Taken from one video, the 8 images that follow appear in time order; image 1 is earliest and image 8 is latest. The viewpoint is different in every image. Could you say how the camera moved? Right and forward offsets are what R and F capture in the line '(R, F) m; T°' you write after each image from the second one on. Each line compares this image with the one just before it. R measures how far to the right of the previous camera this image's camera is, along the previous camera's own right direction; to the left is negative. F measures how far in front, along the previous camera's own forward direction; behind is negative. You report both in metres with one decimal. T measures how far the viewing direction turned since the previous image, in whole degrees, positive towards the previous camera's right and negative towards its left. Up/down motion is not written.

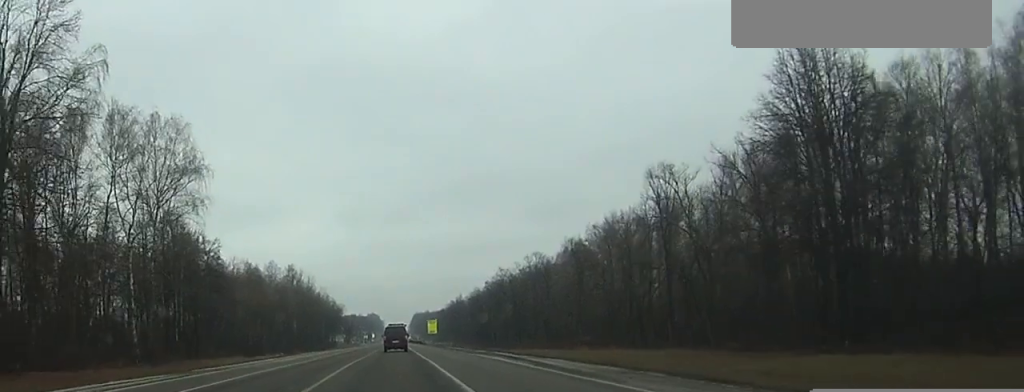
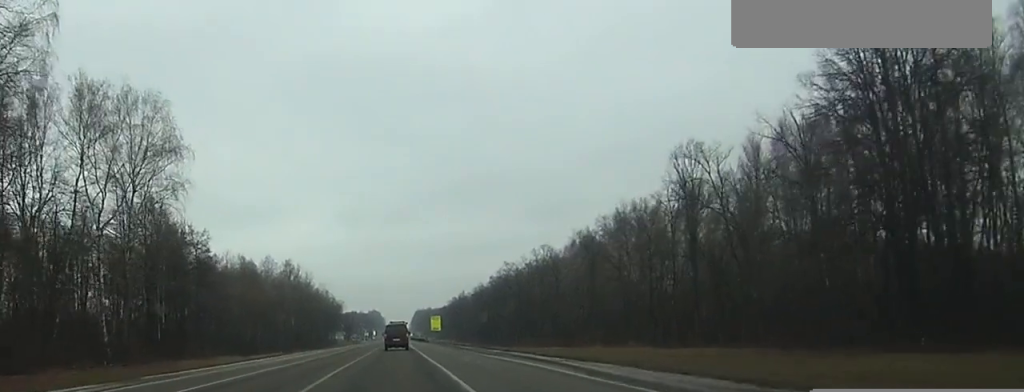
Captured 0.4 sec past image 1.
(0.0, +8.9) m; 0°
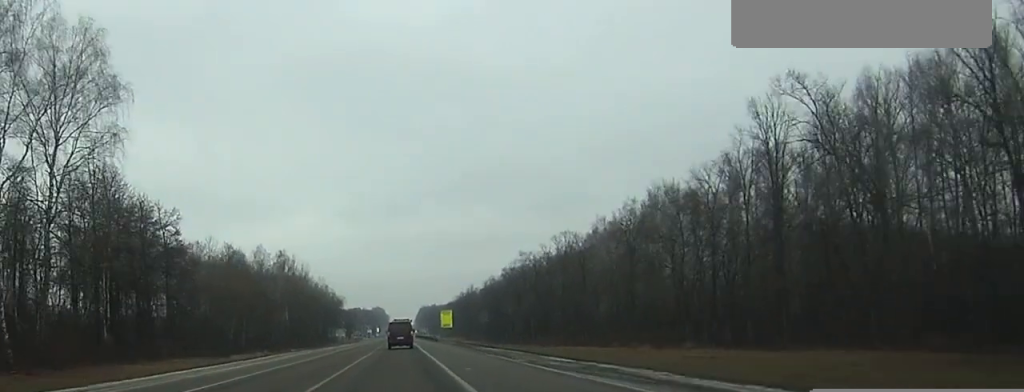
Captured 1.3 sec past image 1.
(0.0, +20.1) m; 0°
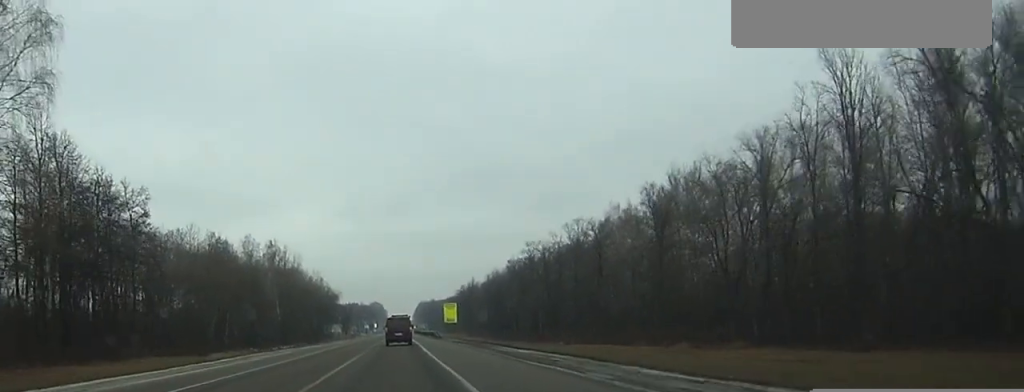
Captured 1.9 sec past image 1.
(0.0, +13.4) m; 0°
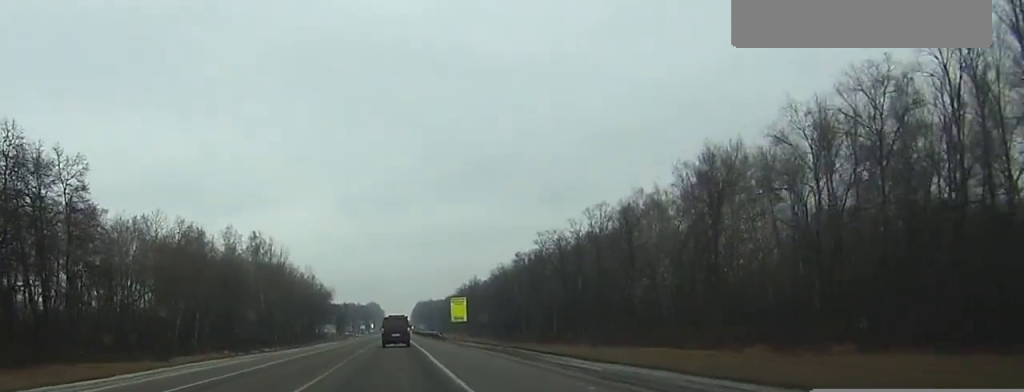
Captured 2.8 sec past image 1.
(-0.1, +19.3) m; 0°
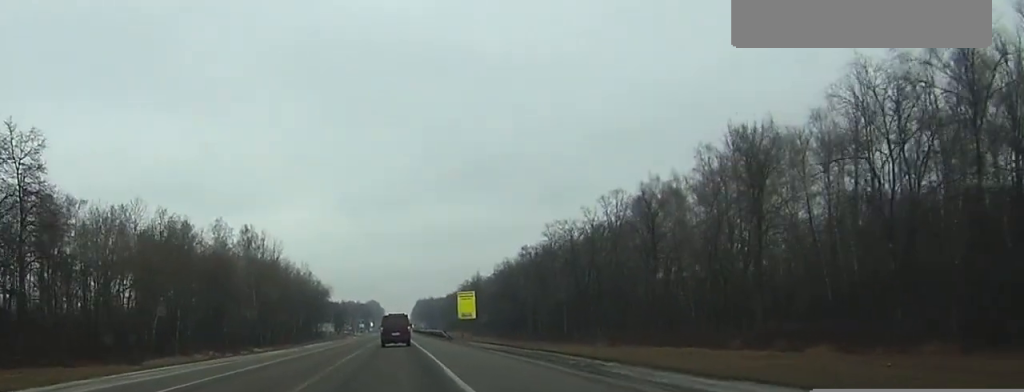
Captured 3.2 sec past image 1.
(0.0, +10.4) m; 0°
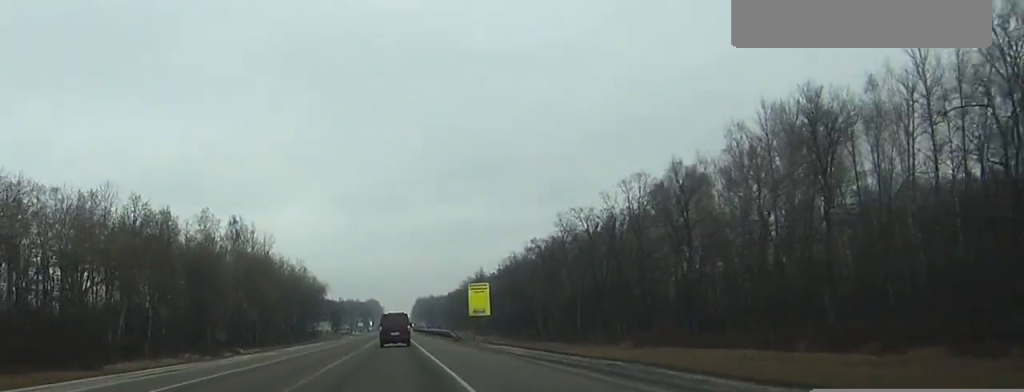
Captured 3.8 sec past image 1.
(0.0, +12.6) m; 0°
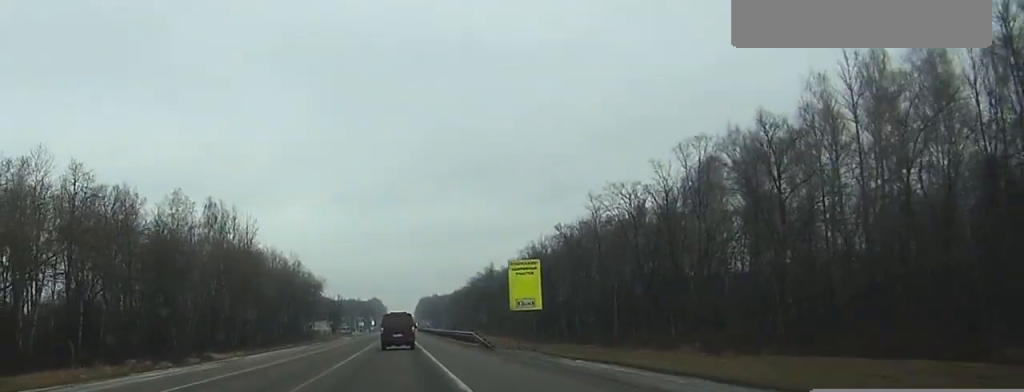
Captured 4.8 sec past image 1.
(0.0, +22.5) m; 0°
